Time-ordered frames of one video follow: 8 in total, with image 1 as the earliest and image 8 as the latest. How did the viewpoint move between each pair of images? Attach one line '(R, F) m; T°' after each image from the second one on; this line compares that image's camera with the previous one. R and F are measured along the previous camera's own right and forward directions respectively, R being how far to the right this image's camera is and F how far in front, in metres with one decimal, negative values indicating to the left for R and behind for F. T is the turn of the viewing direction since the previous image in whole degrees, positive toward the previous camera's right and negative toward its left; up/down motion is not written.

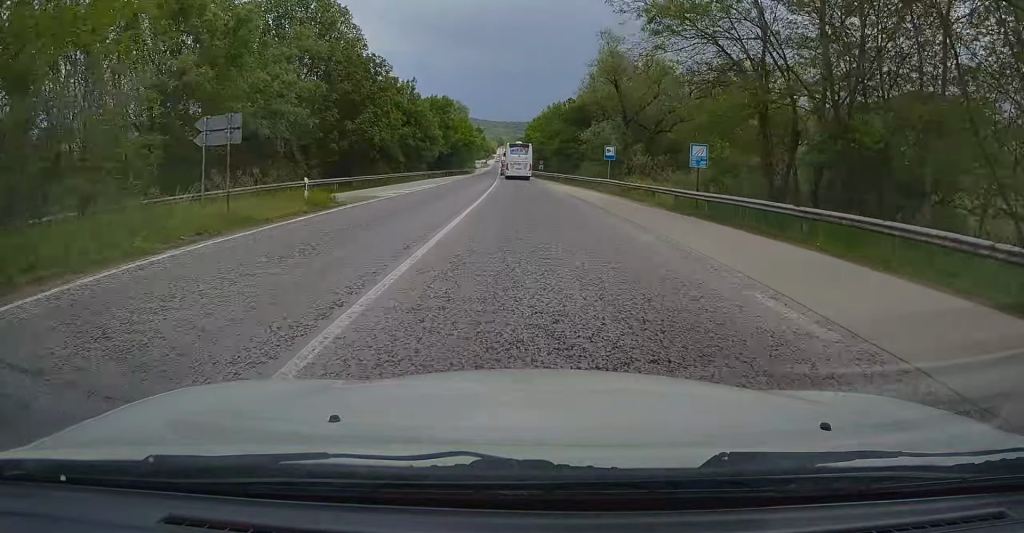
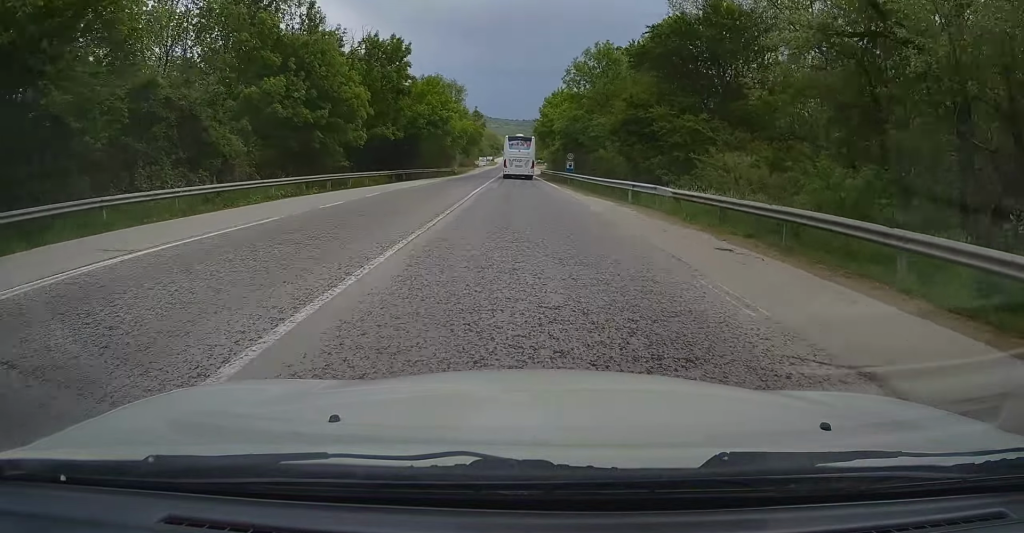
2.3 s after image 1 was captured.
(-0.6, +40.8) m; -2°
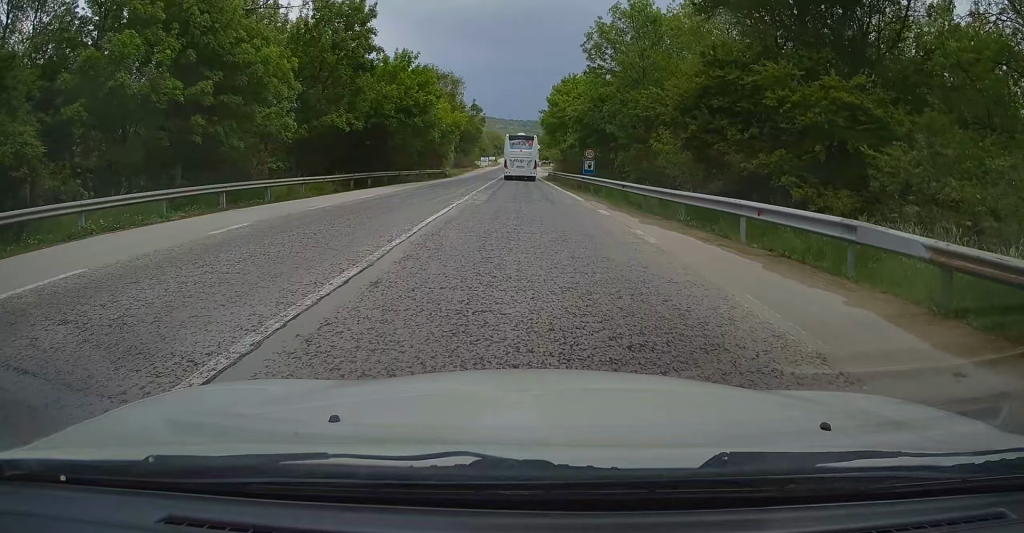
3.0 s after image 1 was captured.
(-0.1, +13.0) m; 0°
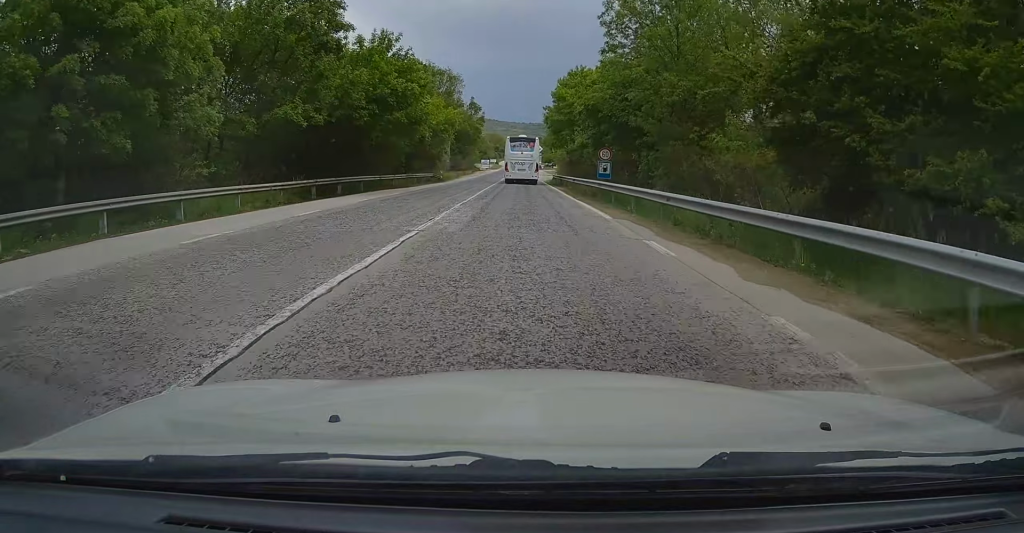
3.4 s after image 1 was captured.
(+0.1, +7.0) m; 0°
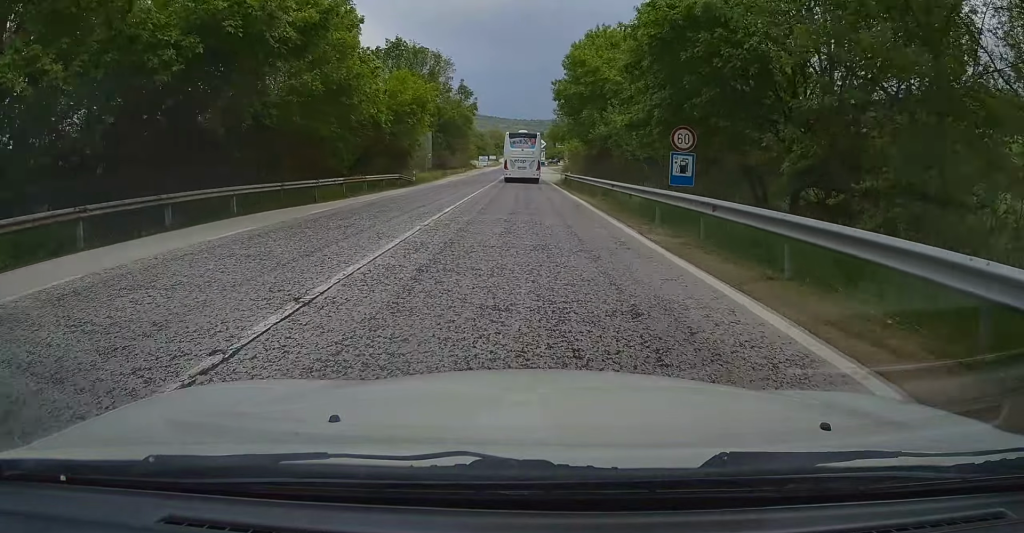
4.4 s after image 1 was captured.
(-0.2, +16.8) m; 0°
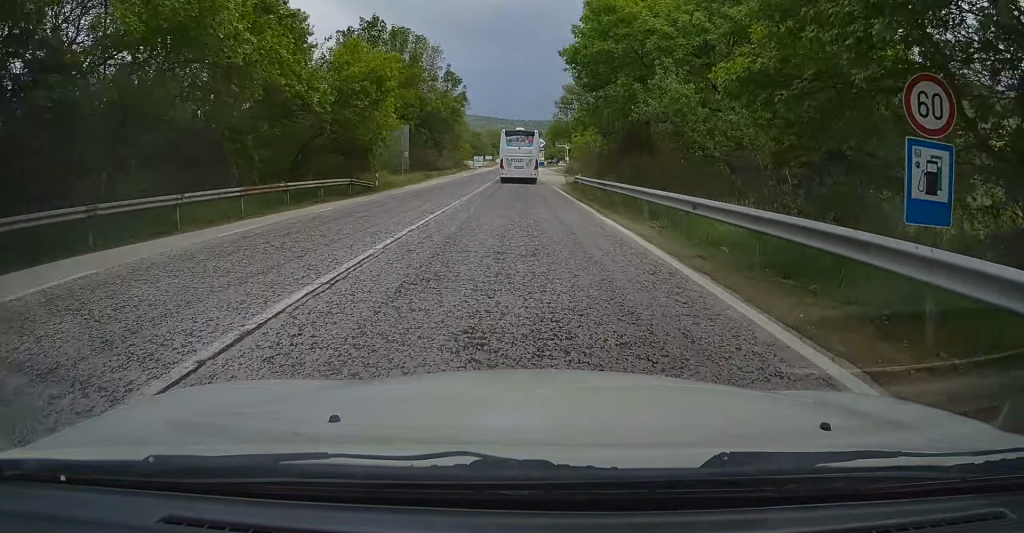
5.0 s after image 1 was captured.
(0.0, +11.5) m; 0°
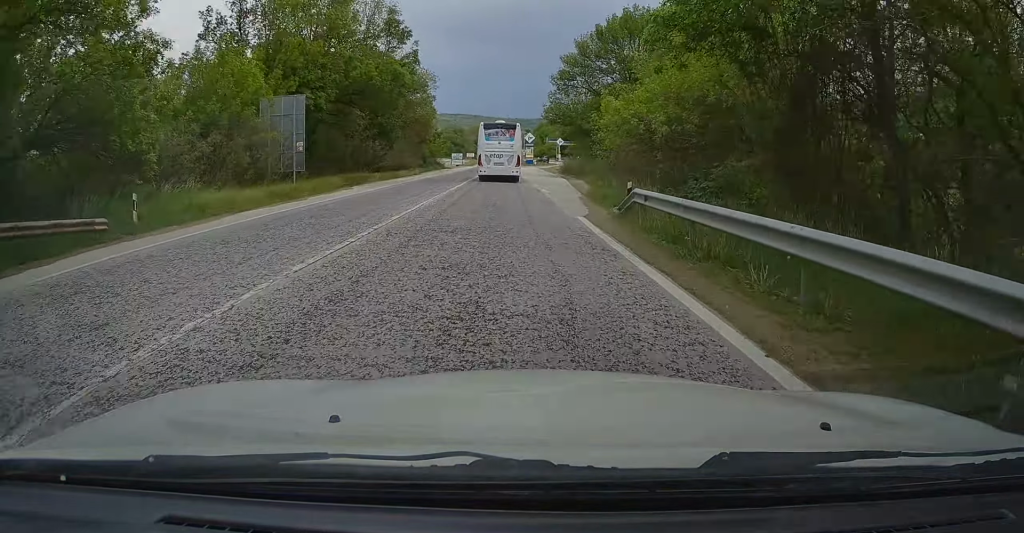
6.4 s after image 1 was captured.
(+0.3, +22.6) m; +1°
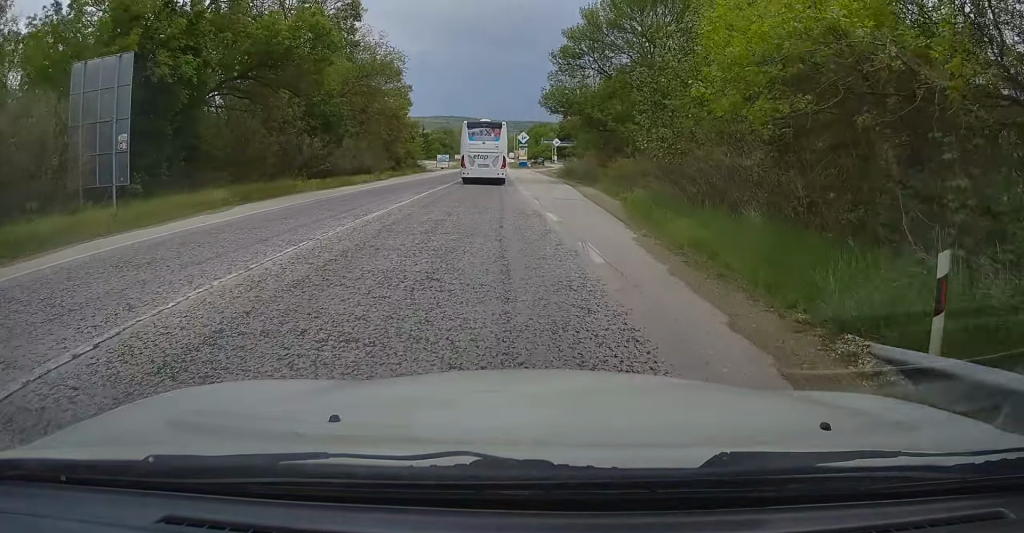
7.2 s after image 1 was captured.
(0.0, +13.7) m; 0°
